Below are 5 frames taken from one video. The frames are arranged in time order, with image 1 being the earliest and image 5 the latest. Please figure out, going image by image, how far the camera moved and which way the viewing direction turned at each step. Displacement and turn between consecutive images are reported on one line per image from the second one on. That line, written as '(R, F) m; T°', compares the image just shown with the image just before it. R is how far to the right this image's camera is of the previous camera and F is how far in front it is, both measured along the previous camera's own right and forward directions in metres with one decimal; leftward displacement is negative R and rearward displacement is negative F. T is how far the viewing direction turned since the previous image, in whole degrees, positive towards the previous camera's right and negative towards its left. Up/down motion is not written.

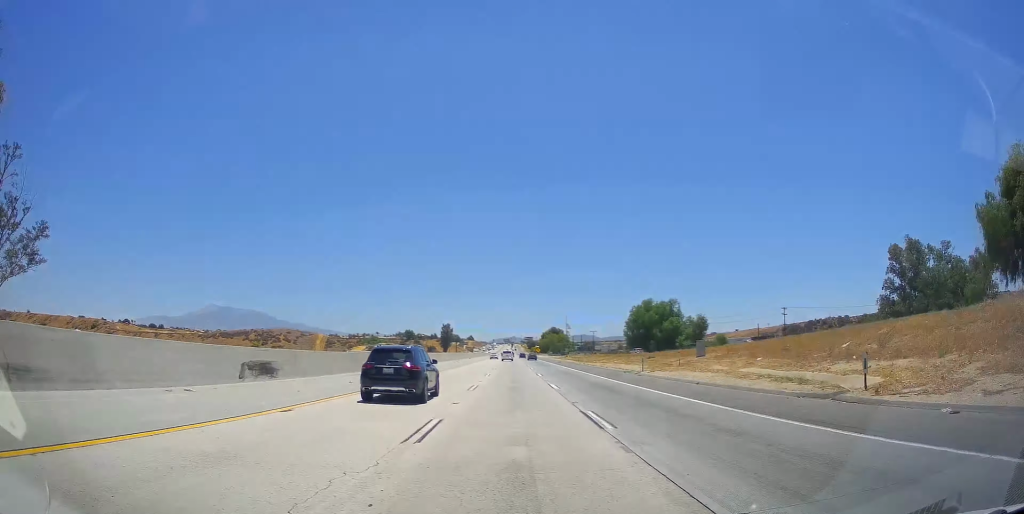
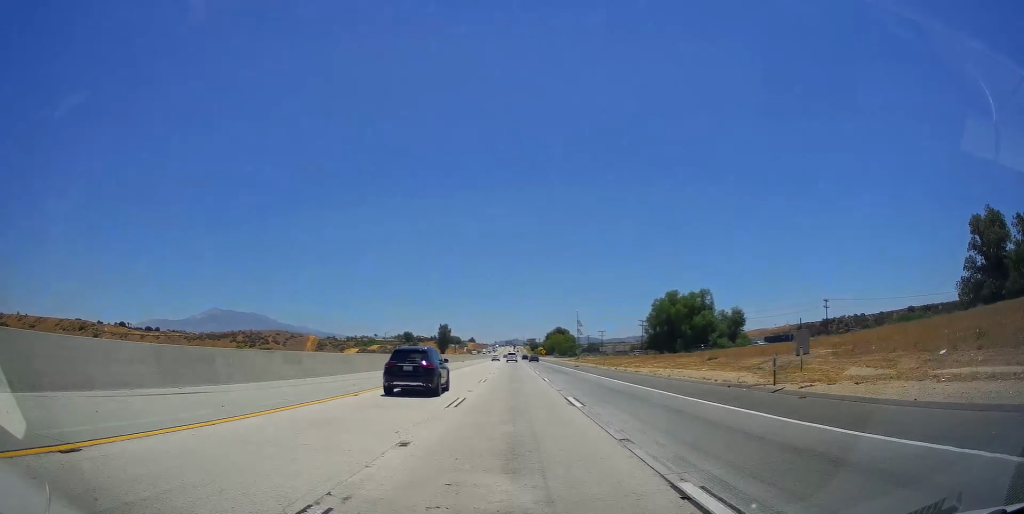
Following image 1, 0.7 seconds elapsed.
(-0.1, +21.5) m; 0°
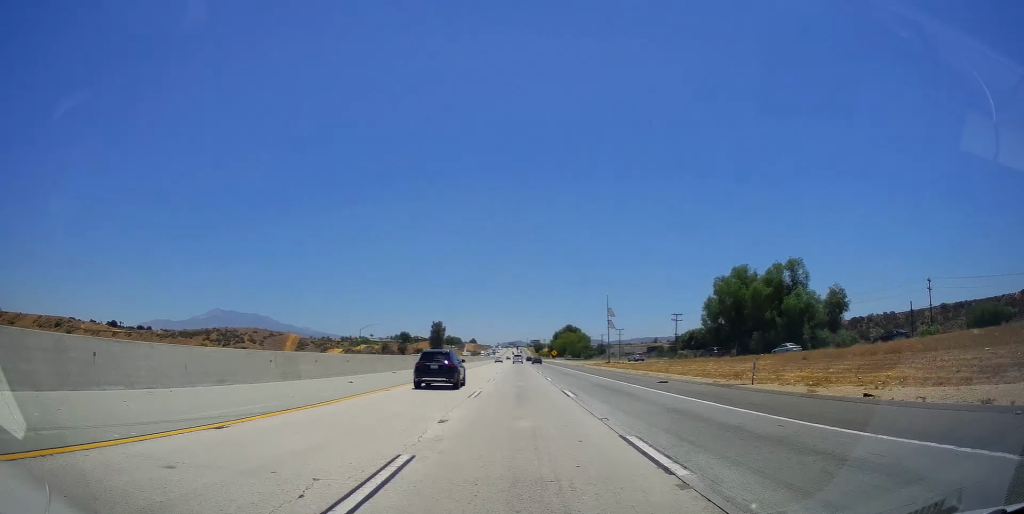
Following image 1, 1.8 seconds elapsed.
(+0.4, +38.9) m; +1°
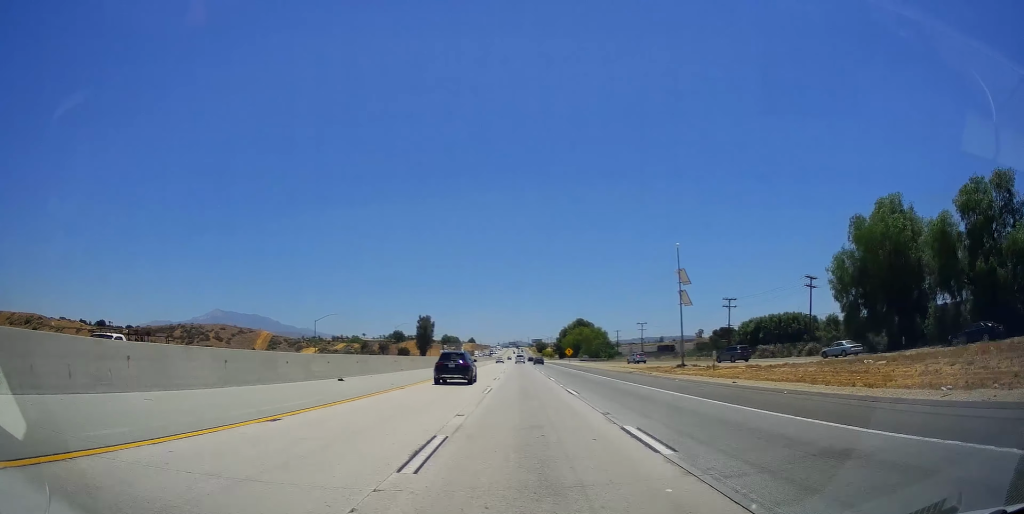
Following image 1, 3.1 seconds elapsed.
(+0.1, +44.1) m; 0°
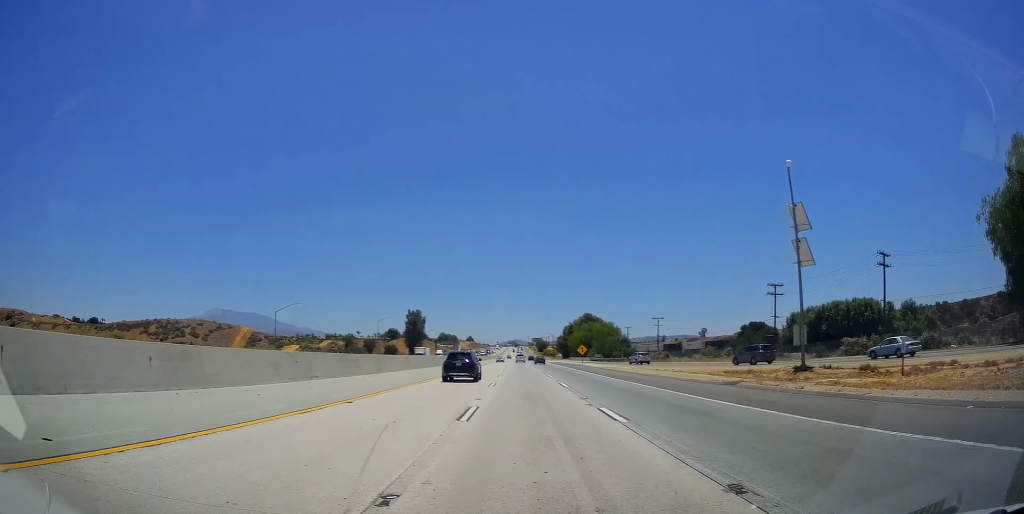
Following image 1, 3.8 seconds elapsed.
(+0.1, +23.6) m; 0°
